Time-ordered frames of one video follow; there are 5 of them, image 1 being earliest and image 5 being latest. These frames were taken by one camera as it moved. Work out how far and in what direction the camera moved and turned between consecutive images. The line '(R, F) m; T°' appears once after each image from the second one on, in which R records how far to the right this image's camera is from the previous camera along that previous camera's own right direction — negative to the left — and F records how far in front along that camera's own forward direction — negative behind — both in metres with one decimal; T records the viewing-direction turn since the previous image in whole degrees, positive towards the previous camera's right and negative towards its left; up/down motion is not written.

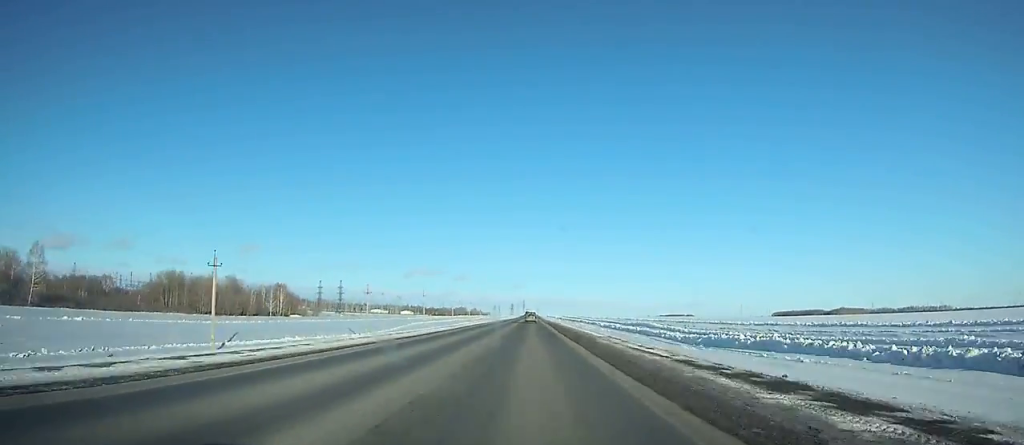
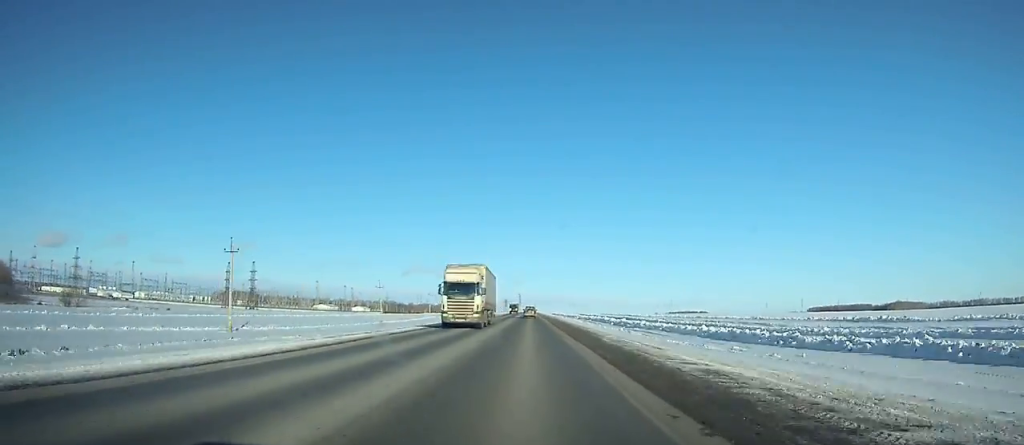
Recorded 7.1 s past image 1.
(+0.7, +212.5) m; 0°
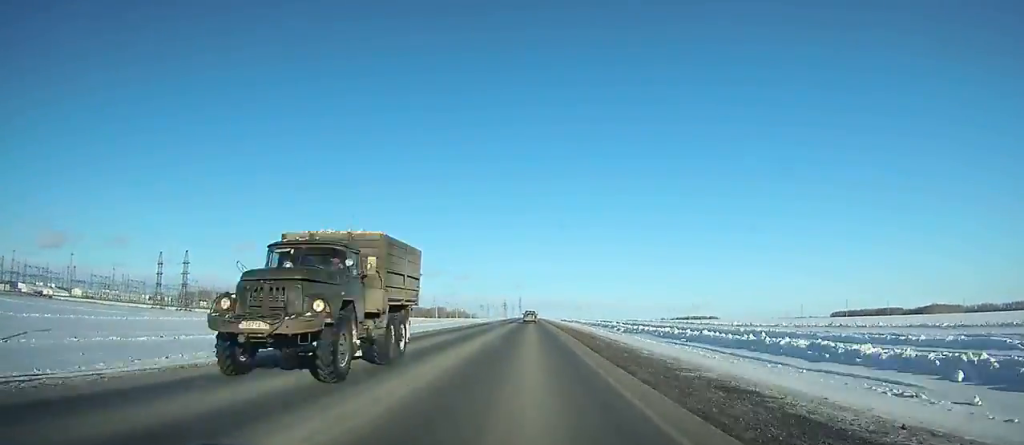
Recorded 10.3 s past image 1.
(-0.3, +98.2) m; 0°
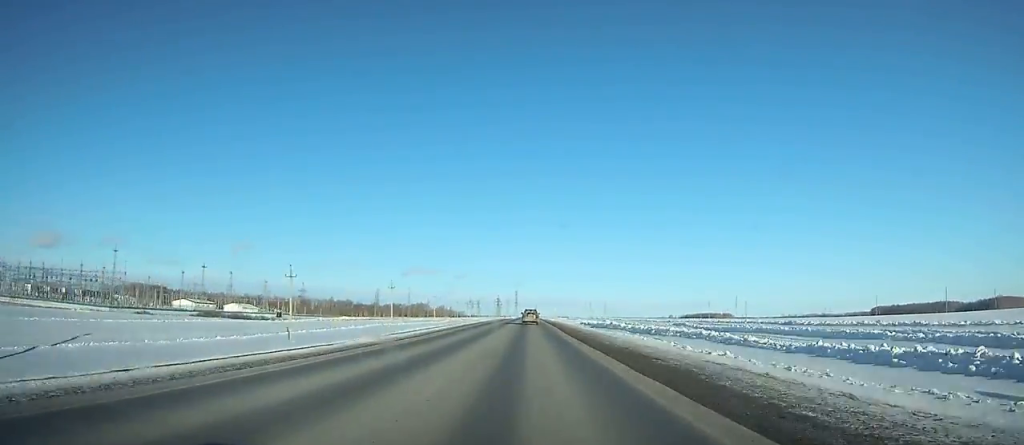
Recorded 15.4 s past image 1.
(+0.5, +158.7) m; 0°
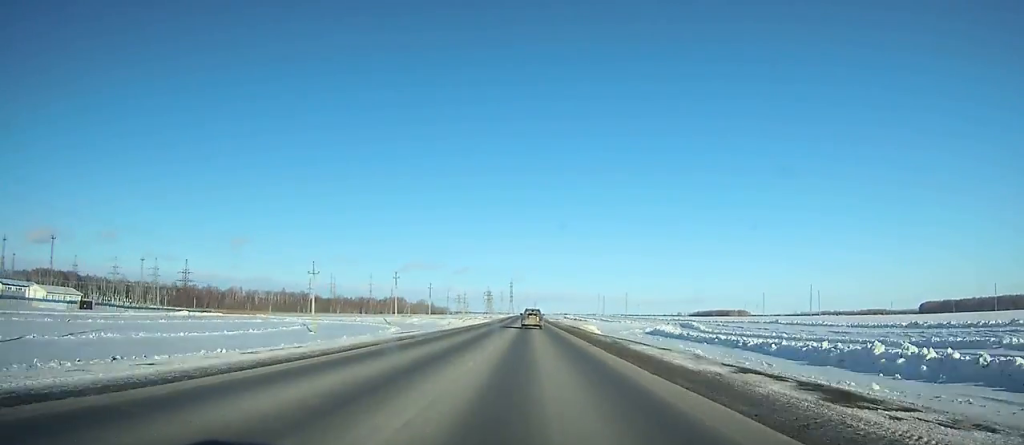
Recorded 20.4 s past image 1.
(0.0, +155.4) m; 0°
